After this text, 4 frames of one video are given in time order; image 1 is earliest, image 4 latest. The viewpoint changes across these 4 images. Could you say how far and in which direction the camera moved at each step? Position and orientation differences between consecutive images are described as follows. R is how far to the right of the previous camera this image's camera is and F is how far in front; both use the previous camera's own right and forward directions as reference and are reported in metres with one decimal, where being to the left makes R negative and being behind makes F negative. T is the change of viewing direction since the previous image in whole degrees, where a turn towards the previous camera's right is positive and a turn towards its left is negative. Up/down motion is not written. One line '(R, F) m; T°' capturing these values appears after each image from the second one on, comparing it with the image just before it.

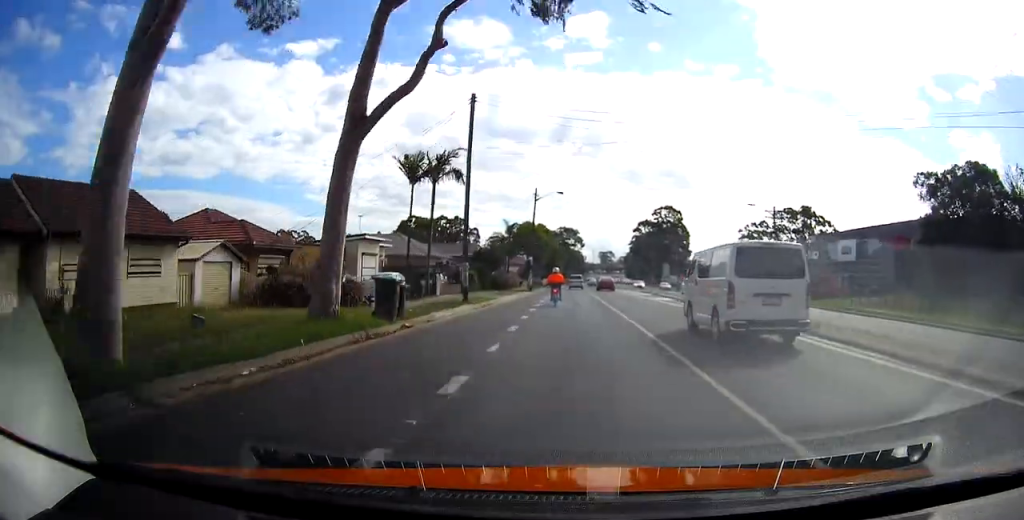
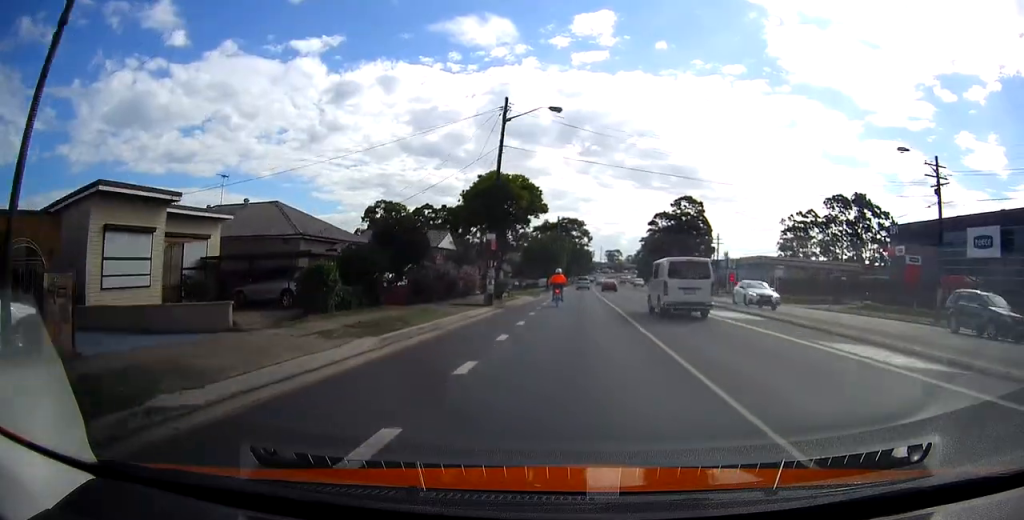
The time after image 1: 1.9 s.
(-0.2, +26.5) m; -1°
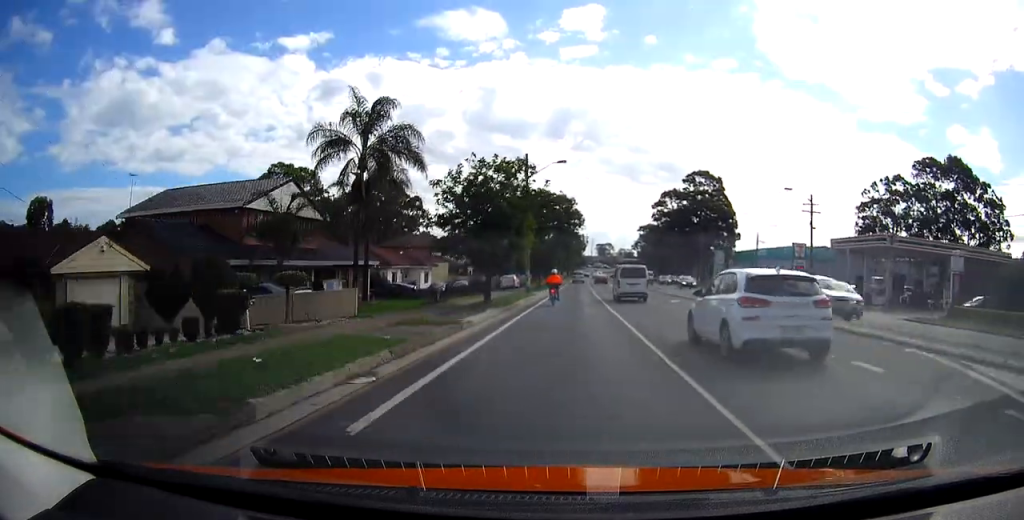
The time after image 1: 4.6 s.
(+0.5, +37.7) m; +1°
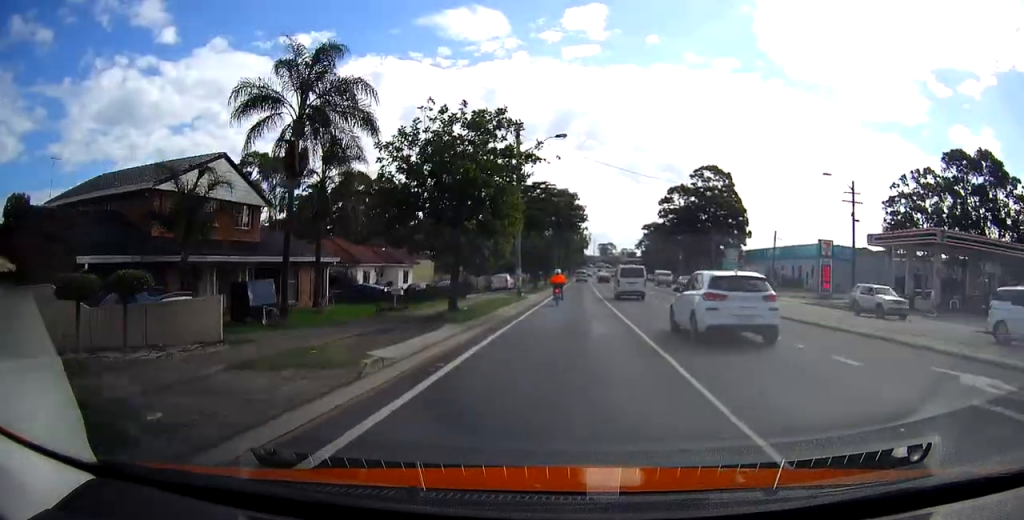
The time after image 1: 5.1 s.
(-0.1, +7.5) m; 0°
